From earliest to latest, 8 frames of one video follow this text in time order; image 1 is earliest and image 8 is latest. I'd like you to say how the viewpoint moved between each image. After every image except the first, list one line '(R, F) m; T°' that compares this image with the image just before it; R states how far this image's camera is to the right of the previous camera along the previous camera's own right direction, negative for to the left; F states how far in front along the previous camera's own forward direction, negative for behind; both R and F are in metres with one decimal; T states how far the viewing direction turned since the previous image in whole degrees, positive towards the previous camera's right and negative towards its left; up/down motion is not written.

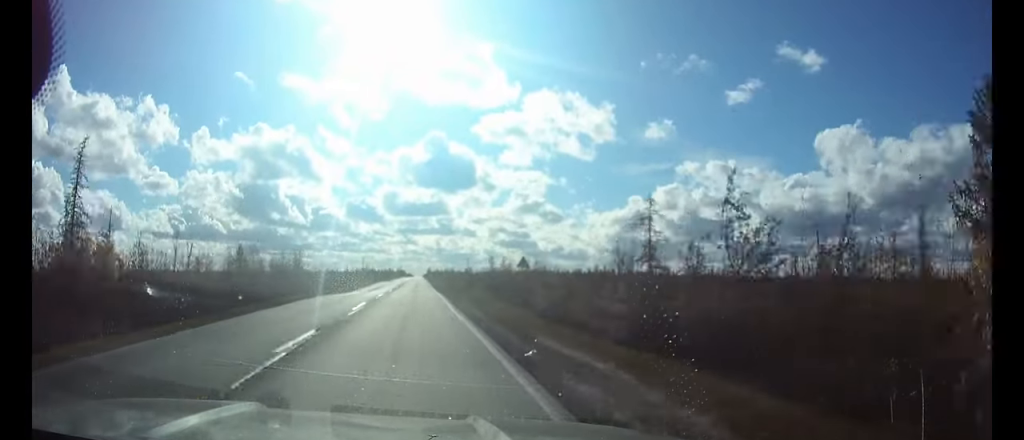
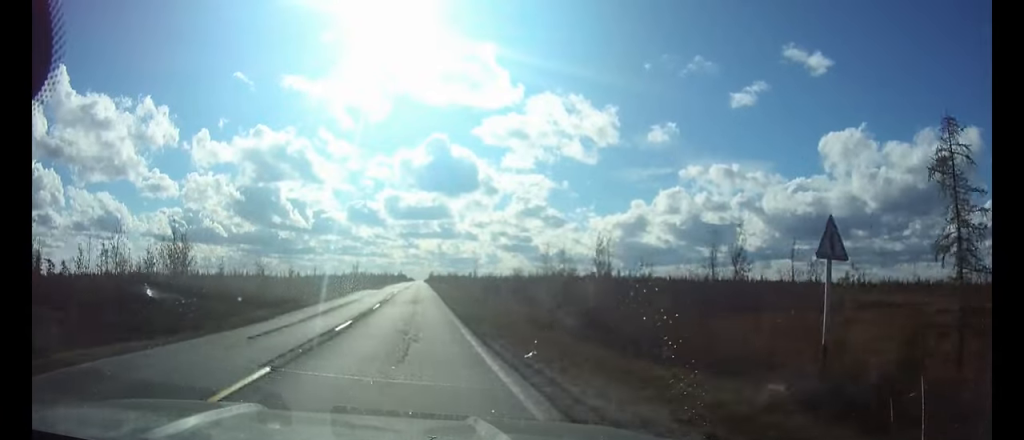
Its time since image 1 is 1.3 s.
(0.0, +28.6) m; 0°
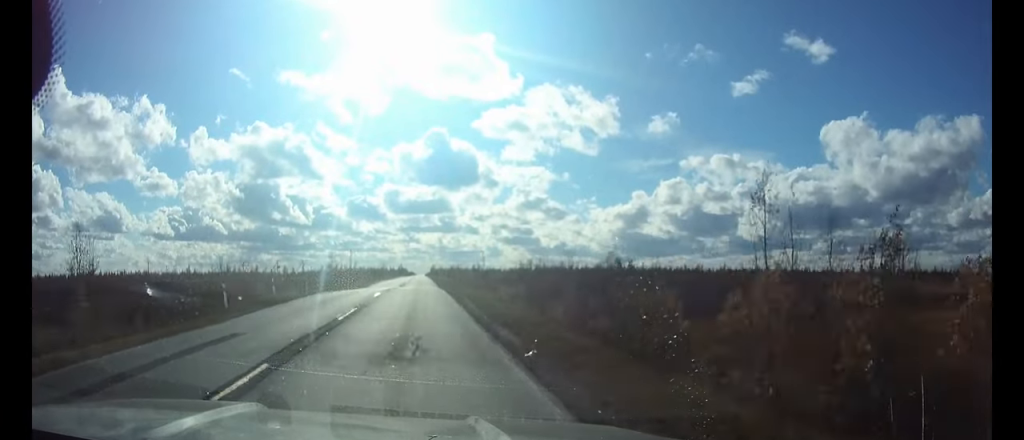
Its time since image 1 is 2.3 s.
(0.0, +23.5) m; 0°
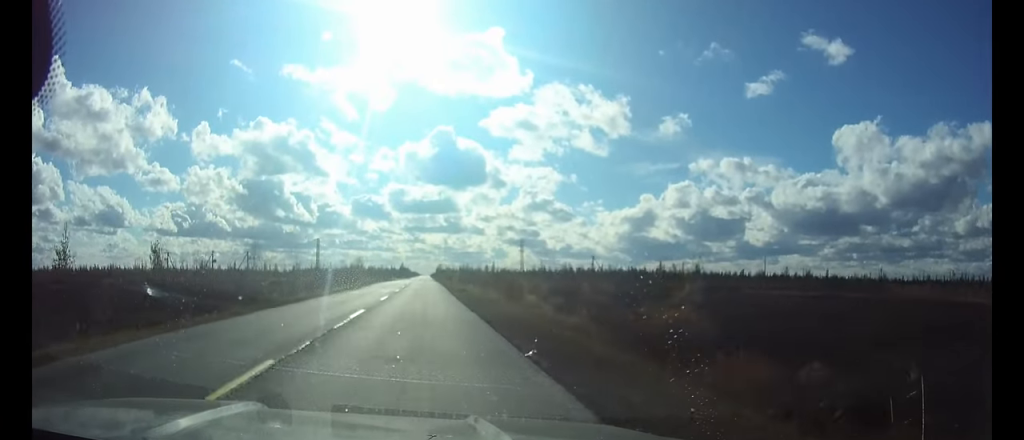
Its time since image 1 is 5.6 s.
(-0.3, +71.6) m; 0°
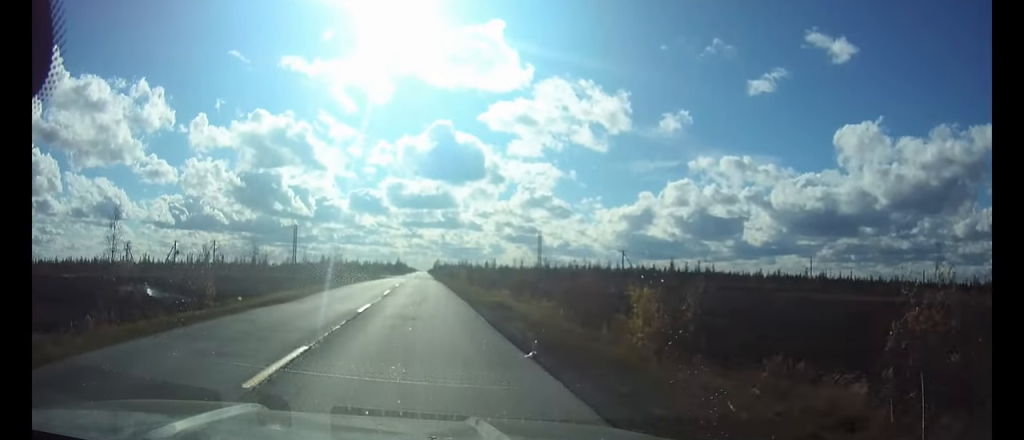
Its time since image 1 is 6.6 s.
(0.0, +20.7) m; 0°
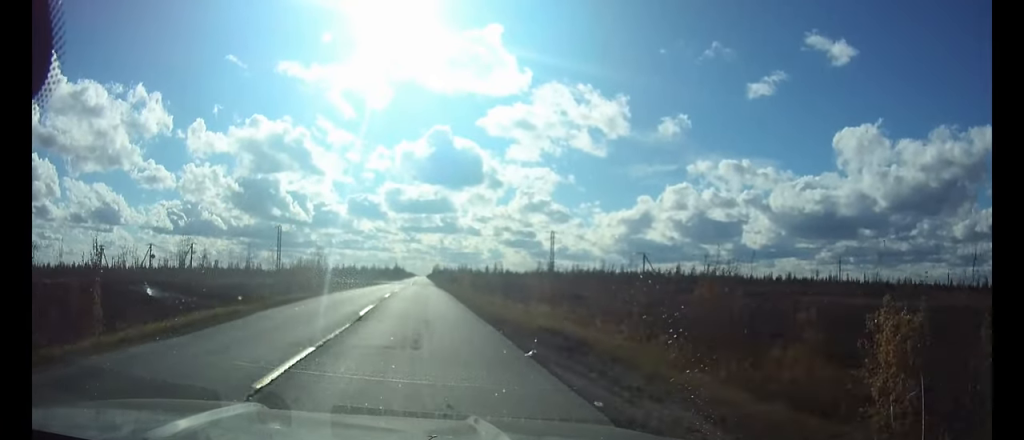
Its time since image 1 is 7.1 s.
(0.0, +11.1) m; 0°
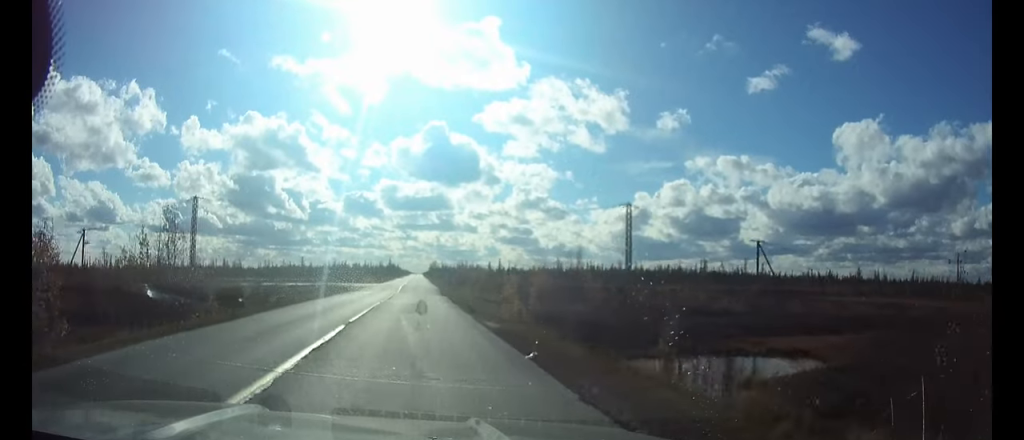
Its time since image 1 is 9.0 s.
(+0.1, +34.3) m; 0°
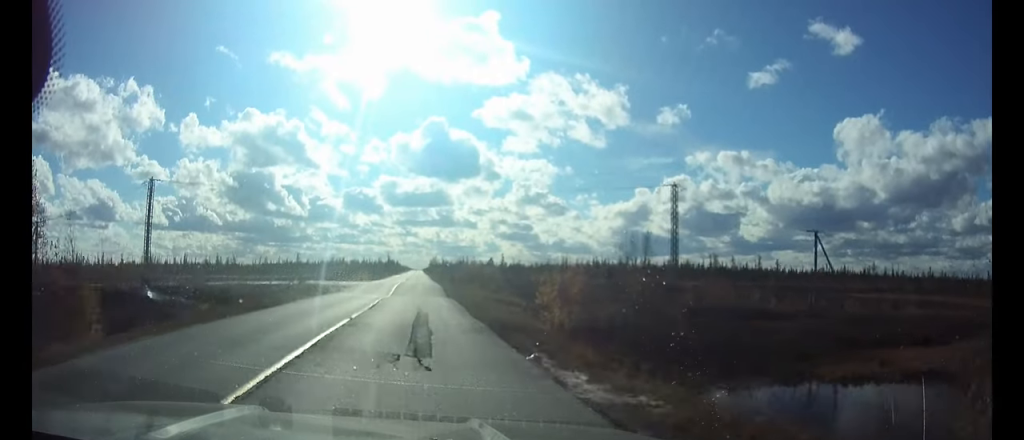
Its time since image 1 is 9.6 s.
(0.0, +10.4) m; 0°
